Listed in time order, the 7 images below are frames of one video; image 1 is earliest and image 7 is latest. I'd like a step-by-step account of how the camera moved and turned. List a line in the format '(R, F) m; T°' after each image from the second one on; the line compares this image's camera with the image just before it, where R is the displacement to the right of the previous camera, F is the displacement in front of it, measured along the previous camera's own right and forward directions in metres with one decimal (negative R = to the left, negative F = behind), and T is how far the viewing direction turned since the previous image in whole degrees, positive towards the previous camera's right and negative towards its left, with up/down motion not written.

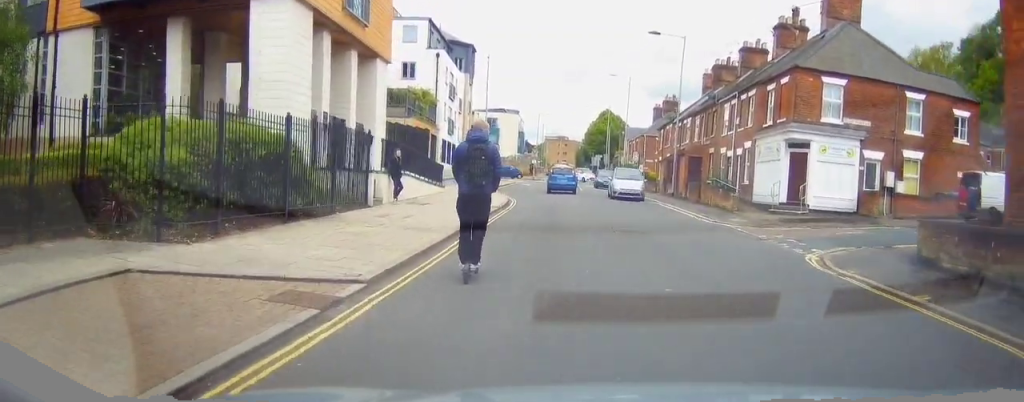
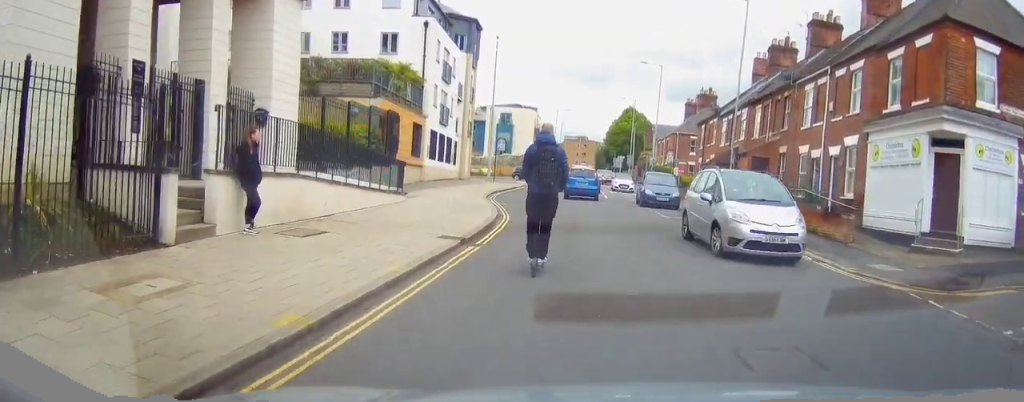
(-0.6, +11.0) m; -6°
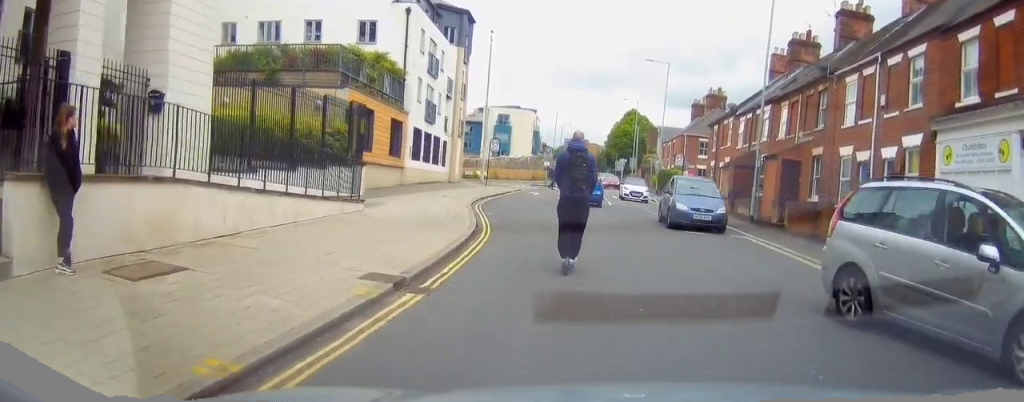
(0.0, +4.7) m; 0°
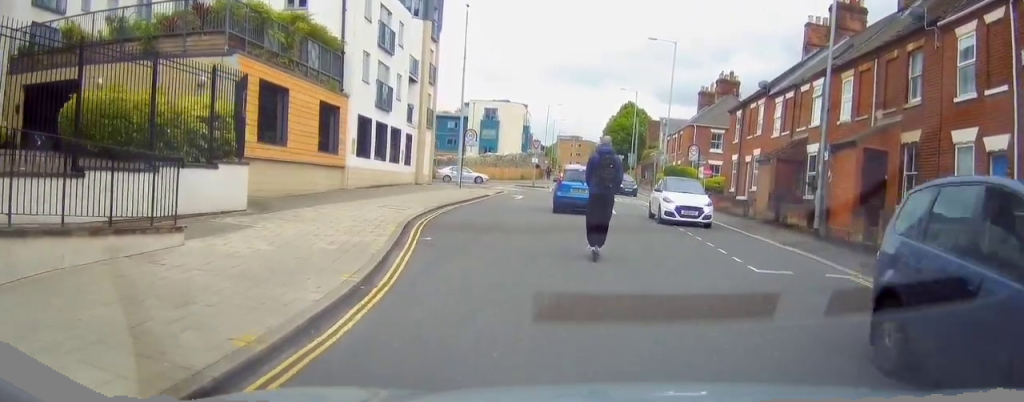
(+0.3, +8.2) m; +4°
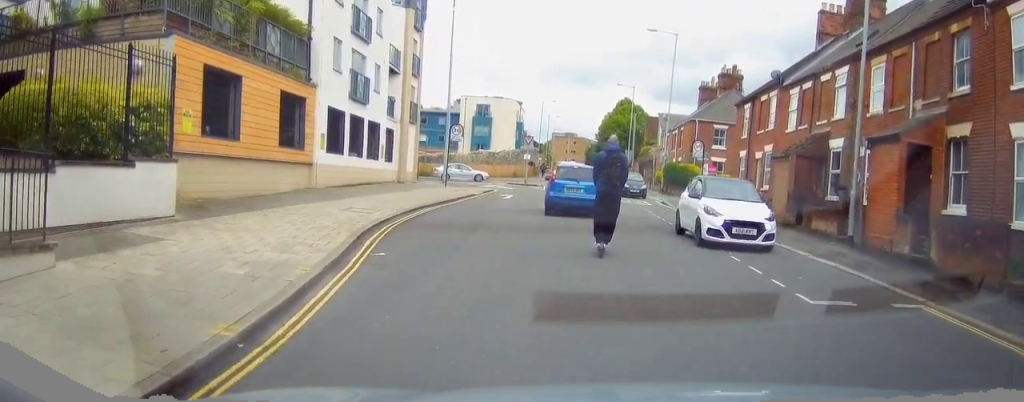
(0.0, +3.0) m; -1°
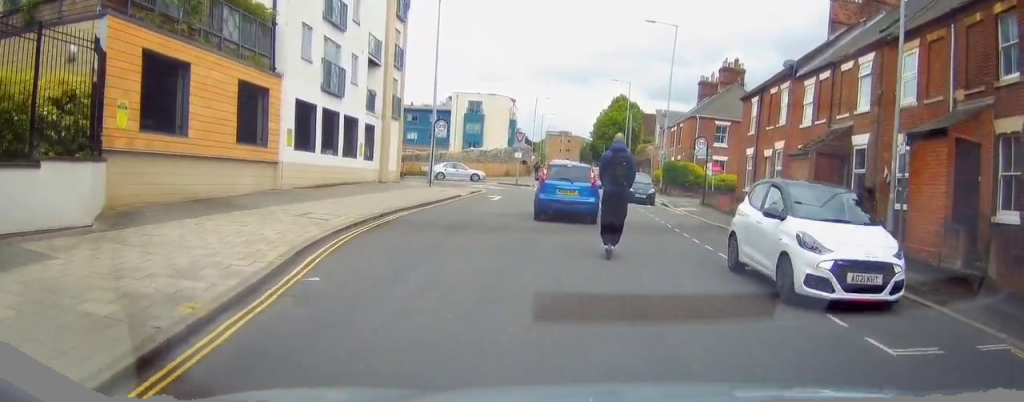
(0.0, +2.5) m; -2°
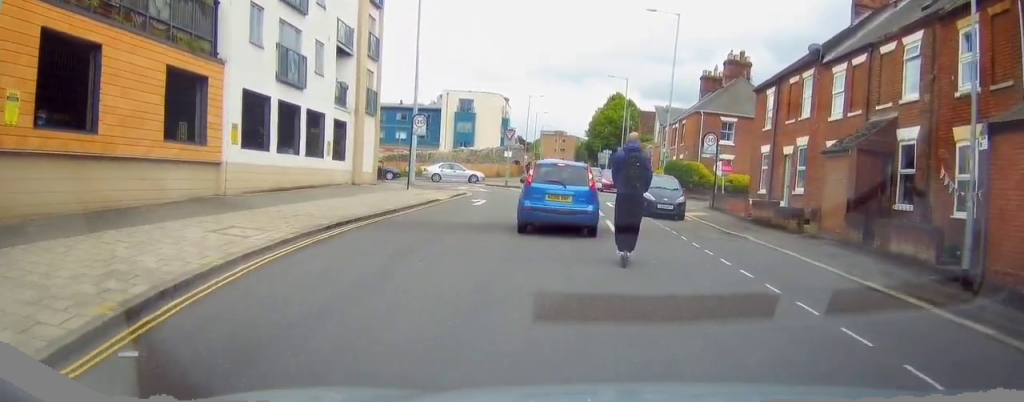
(-0.2, +3.7) m; 0°
